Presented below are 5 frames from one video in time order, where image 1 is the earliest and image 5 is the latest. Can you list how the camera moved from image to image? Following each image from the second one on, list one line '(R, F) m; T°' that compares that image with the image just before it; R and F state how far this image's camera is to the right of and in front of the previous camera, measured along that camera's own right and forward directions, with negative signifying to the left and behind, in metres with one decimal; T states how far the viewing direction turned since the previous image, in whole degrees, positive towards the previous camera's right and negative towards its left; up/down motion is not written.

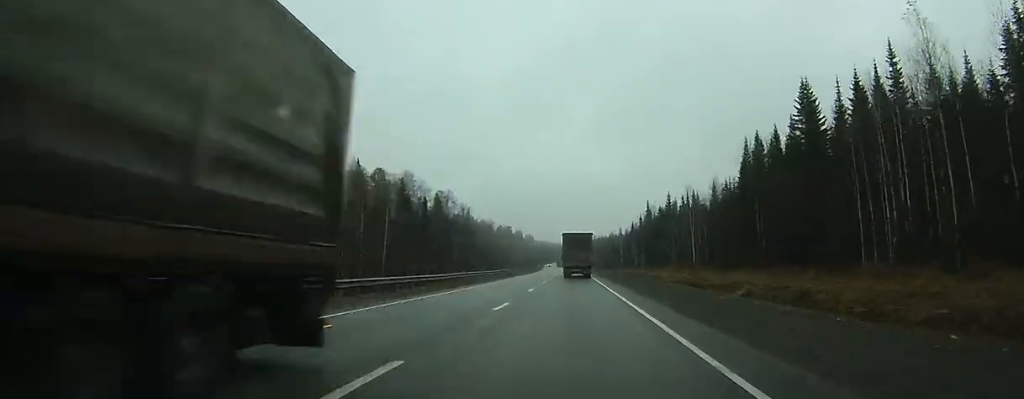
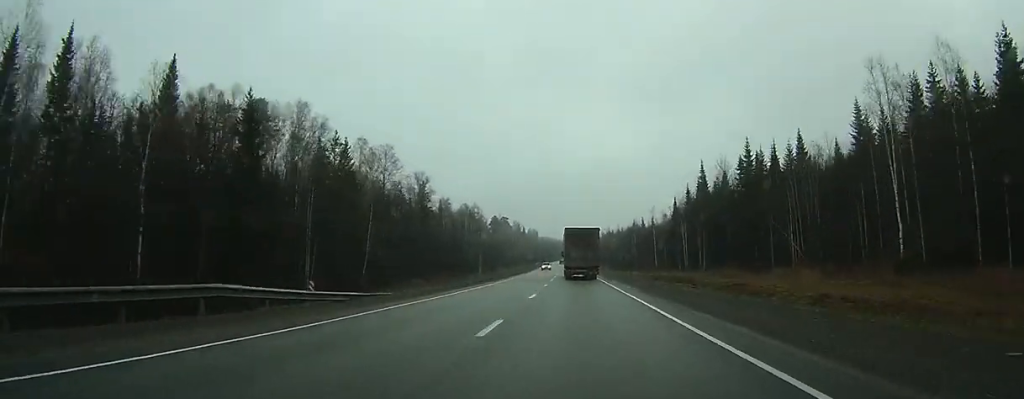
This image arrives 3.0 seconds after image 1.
(0.0, +65.9) m; 0°
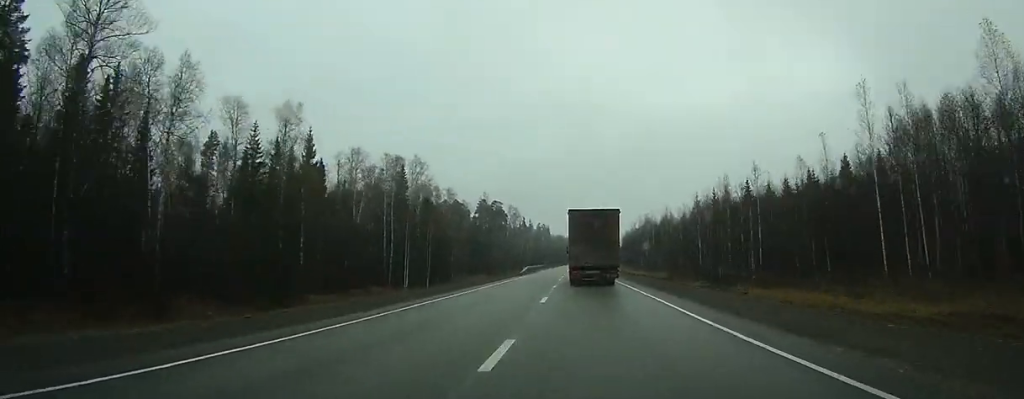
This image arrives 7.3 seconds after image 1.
(-1.2, +101.0) m; -2°
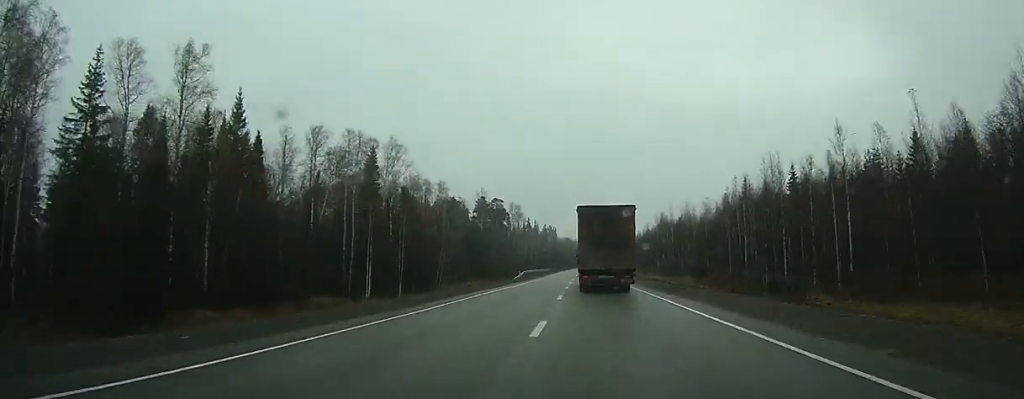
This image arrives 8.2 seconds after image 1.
(-0.2, +19.6) m; -1°
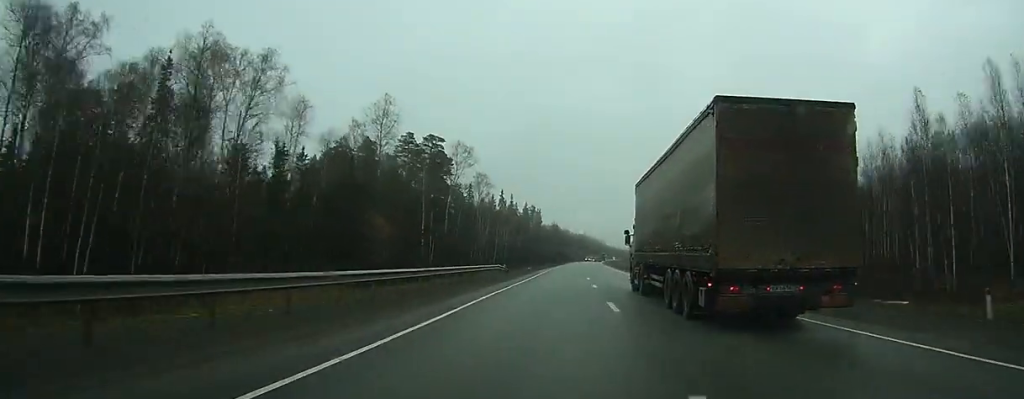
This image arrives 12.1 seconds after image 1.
(-1.2, +86.5) m; 0°
